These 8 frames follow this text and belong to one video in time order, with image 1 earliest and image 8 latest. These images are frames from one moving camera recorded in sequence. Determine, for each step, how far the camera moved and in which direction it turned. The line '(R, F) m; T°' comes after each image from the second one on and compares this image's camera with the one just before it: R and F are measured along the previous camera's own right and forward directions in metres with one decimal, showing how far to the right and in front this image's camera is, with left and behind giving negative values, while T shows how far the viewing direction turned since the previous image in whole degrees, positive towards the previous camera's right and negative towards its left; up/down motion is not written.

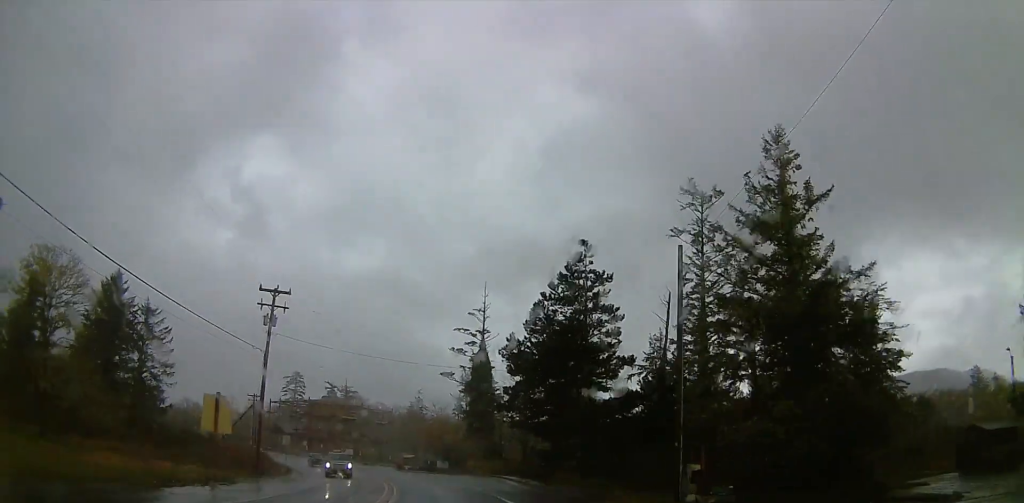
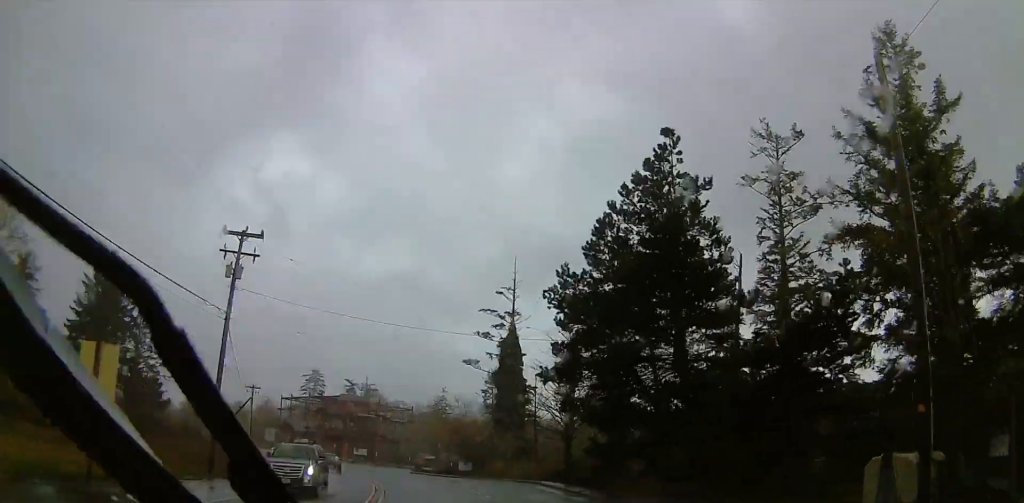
(-0.5, +12.3) m; 0°
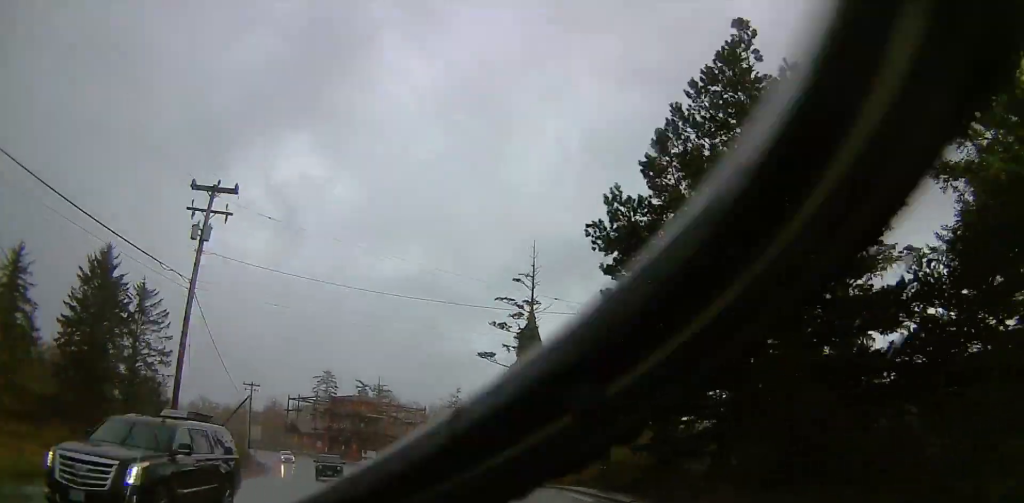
(+0.2, +6.6) m; -1°
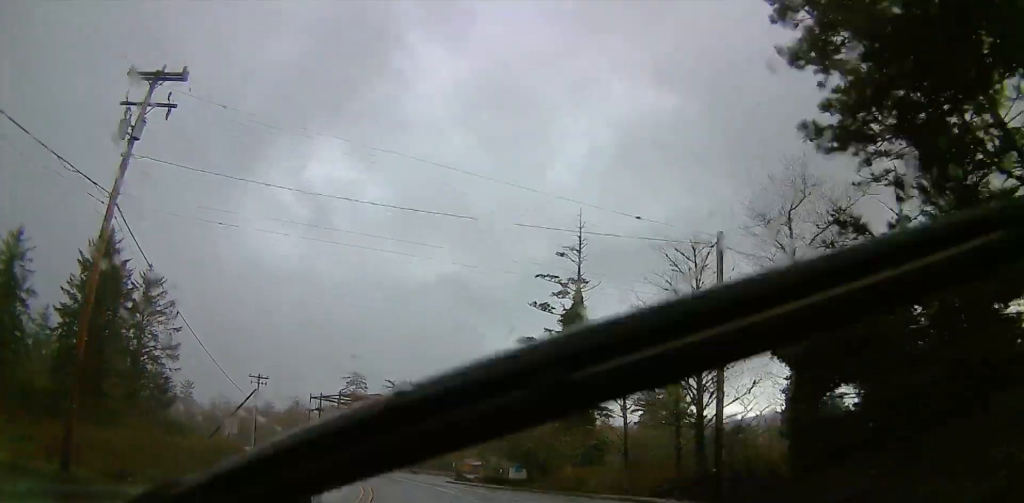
(+0.5, +10.2) m; -3°
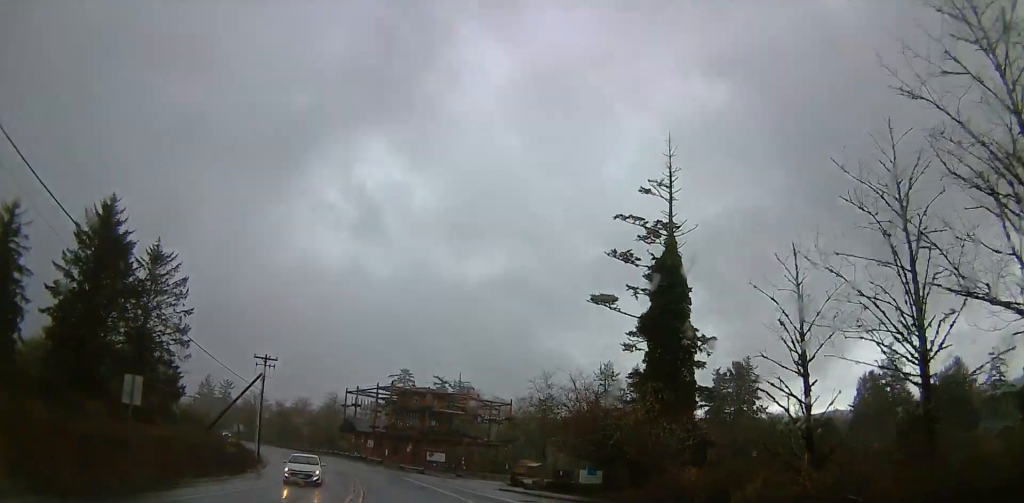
(-1.5, +15.4) m; -9°
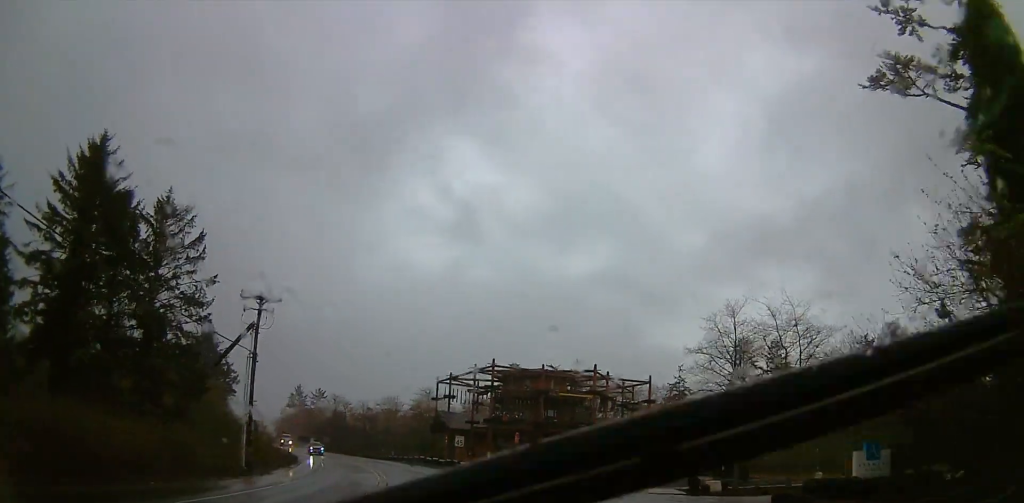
(-1.8, +28.1) m; -4°
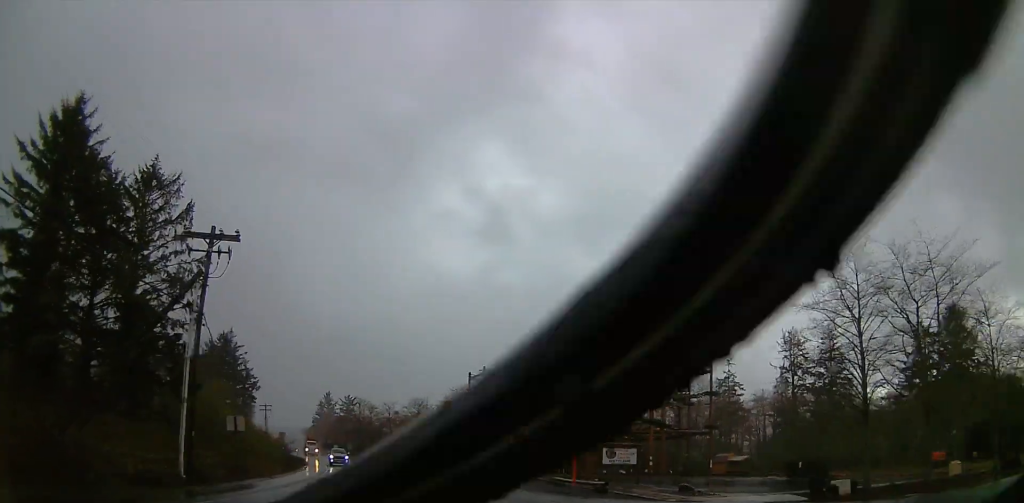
(0.0, +11.9) m; -2°
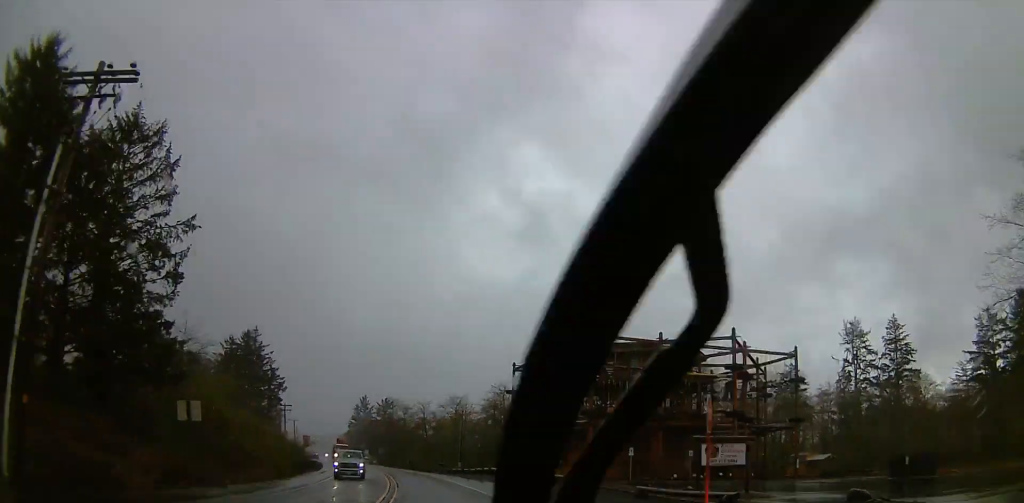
(-0.4, +12.8) m; -5°
